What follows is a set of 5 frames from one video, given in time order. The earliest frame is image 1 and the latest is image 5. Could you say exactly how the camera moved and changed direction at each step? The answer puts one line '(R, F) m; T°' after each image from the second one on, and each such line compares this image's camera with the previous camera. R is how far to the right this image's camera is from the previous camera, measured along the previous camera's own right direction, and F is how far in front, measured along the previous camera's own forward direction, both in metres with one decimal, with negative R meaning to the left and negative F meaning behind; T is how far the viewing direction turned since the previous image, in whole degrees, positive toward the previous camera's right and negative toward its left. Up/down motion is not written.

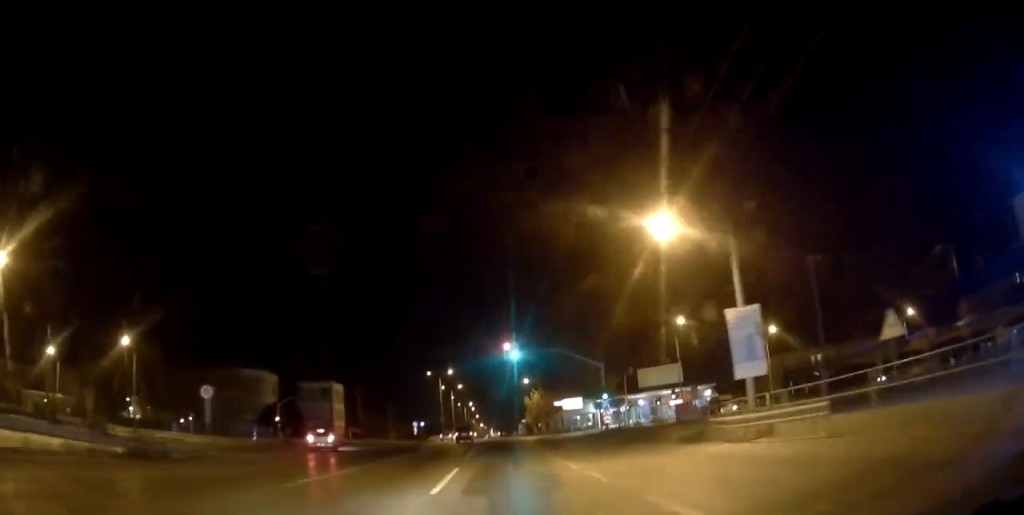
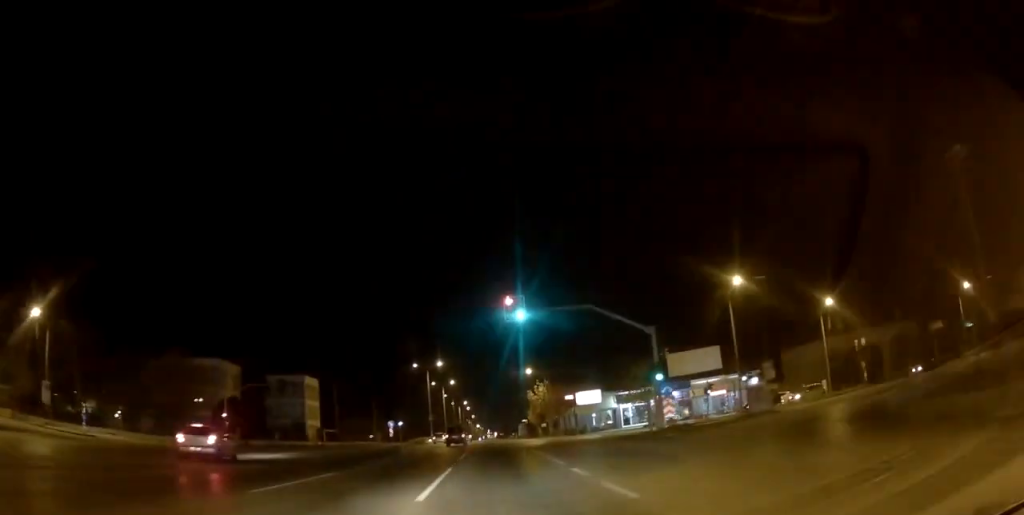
(0.0, +16.2) m; 0°
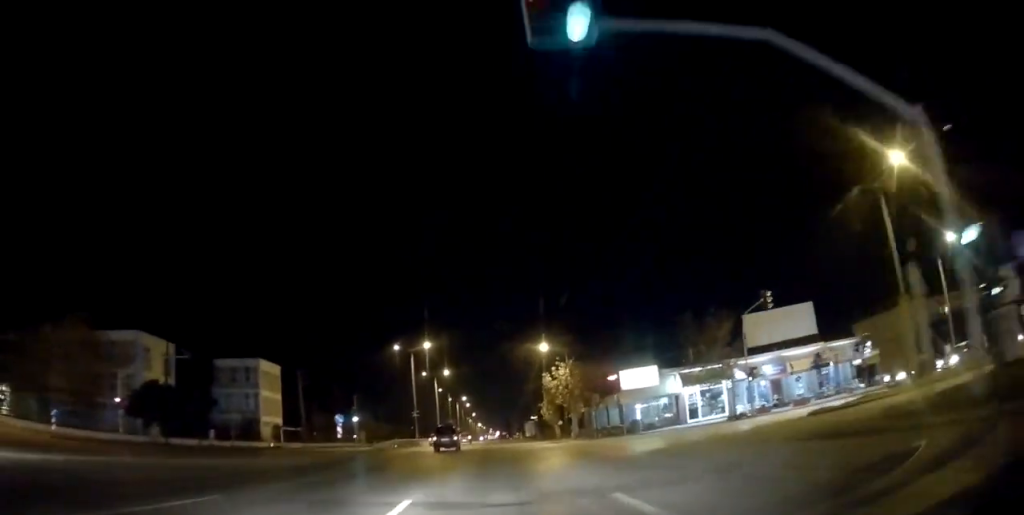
(0.0, +20.6) m; 0°
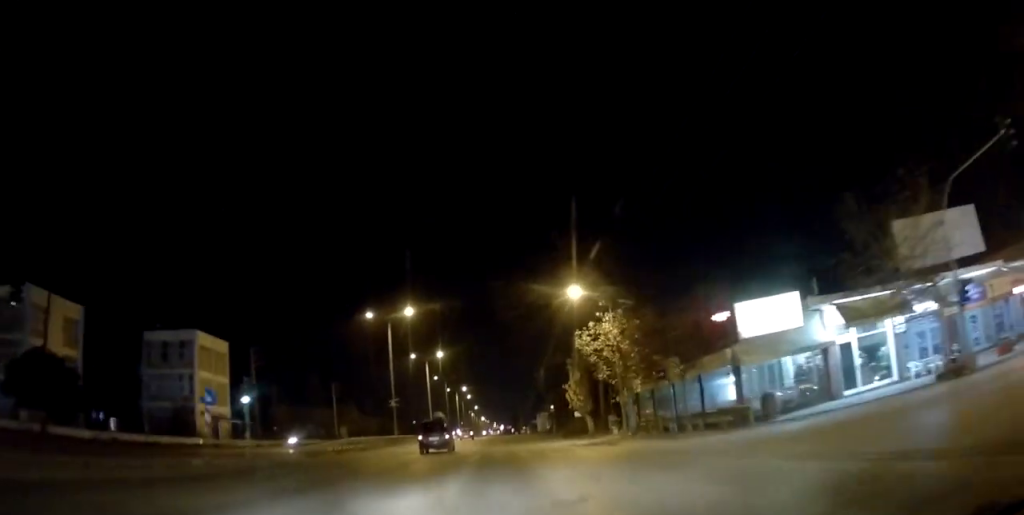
(0.0, +19.4) m; 0°
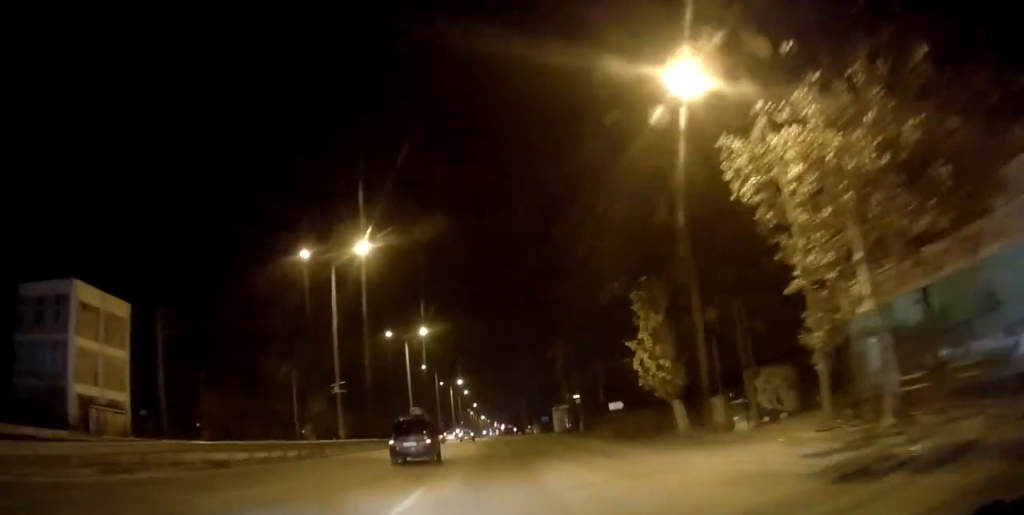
(0.0, +21.7) m; -1°
